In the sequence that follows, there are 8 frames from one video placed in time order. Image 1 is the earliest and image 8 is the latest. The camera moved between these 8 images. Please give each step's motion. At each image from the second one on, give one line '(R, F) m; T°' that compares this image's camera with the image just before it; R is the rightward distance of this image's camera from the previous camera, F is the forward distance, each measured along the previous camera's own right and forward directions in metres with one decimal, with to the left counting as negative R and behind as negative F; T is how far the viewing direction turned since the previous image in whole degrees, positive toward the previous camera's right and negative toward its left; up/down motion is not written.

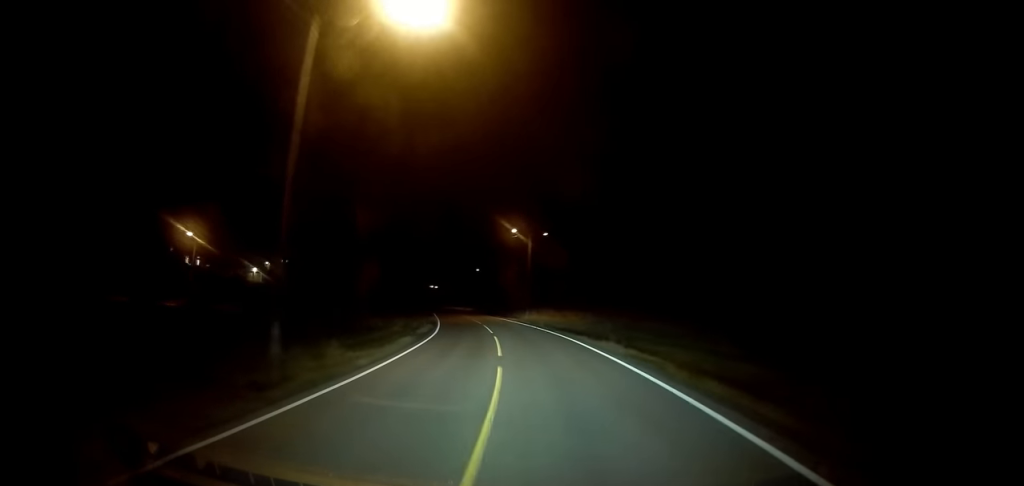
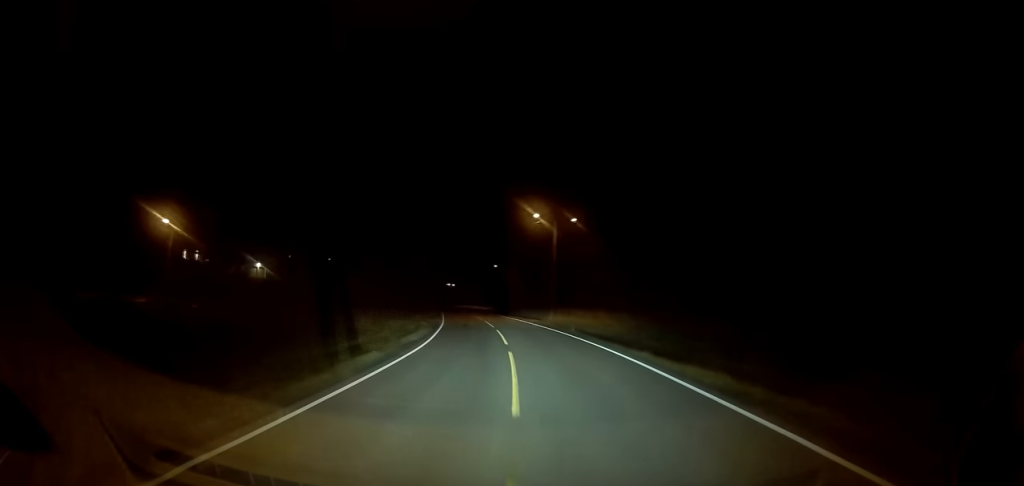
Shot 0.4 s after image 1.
(-0.2, +8.5) m; -2°
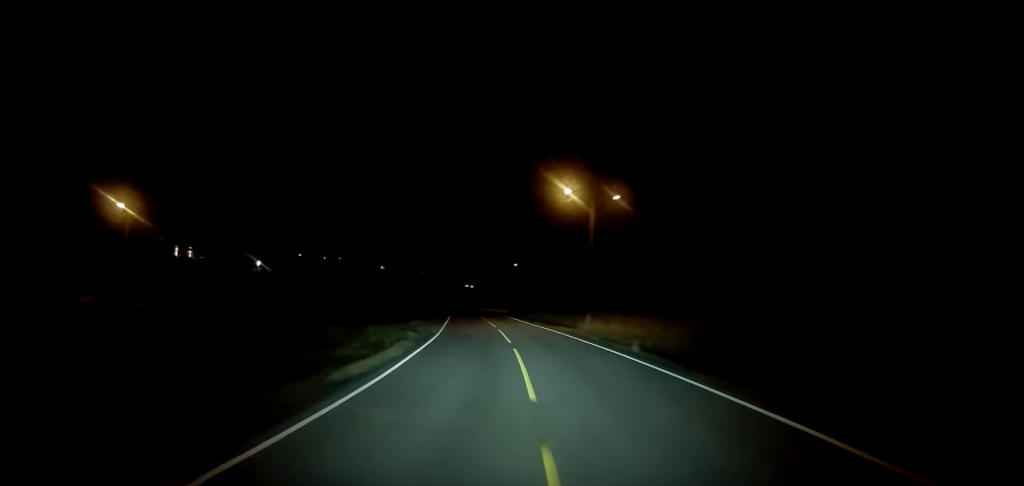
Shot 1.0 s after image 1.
(-0.2, +10.6) m; -2°
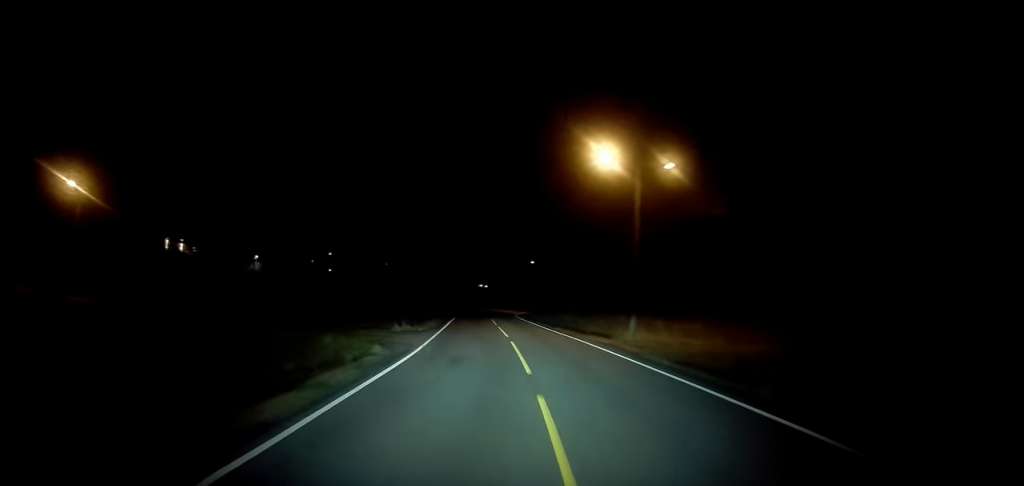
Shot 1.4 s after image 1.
(-0.2, +8.7) m; -1°
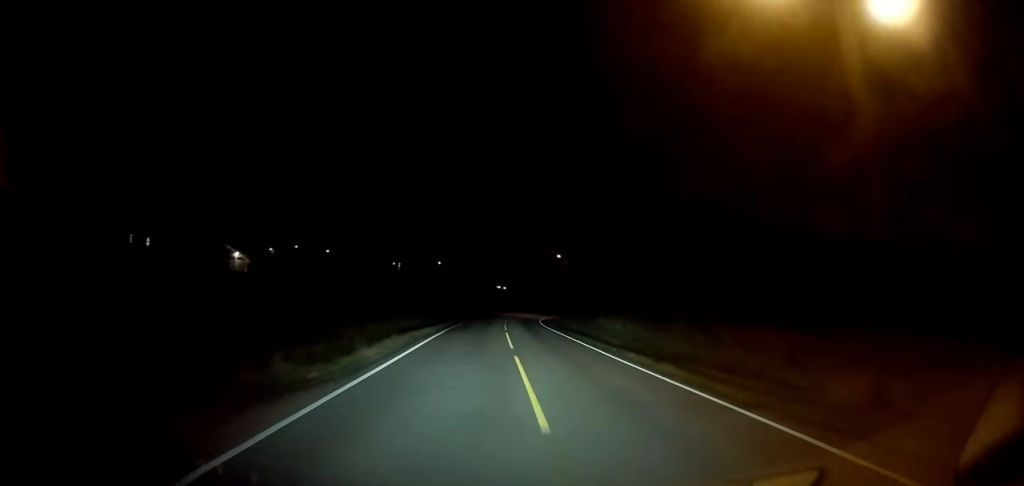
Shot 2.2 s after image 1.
(-0.4, +16.8) m; -2°
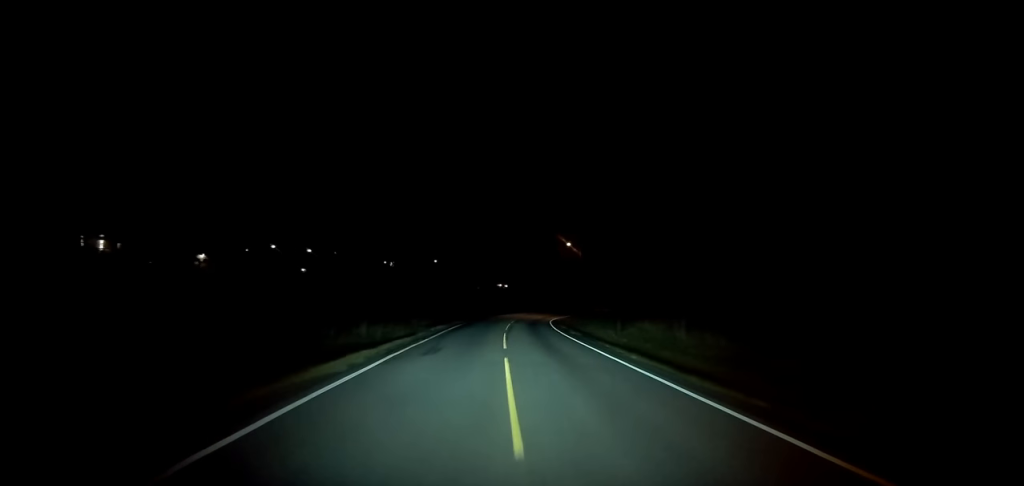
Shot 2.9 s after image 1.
(-0.1, +12.8) m; -1°
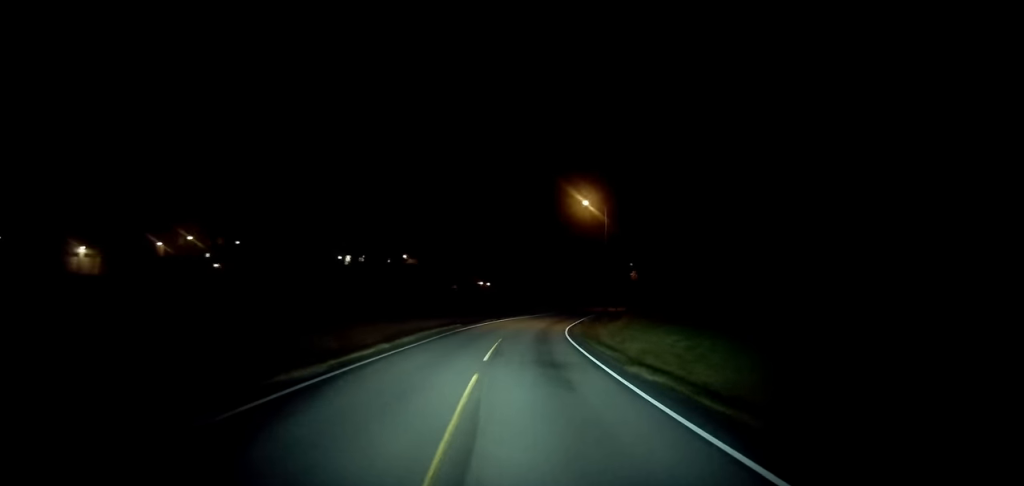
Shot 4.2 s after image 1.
(-0.4, +27.1) m; 0°
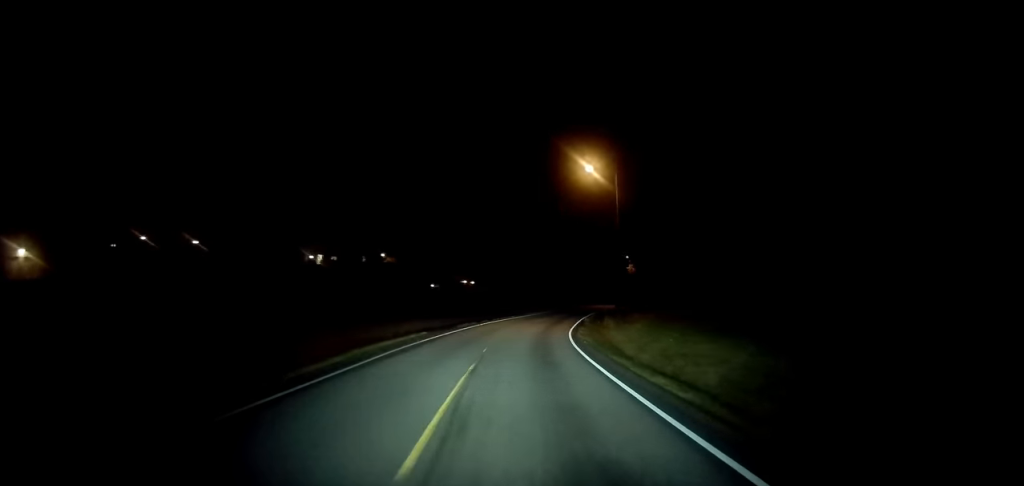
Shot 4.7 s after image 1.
(+0.2, +9.5) m; +1°
